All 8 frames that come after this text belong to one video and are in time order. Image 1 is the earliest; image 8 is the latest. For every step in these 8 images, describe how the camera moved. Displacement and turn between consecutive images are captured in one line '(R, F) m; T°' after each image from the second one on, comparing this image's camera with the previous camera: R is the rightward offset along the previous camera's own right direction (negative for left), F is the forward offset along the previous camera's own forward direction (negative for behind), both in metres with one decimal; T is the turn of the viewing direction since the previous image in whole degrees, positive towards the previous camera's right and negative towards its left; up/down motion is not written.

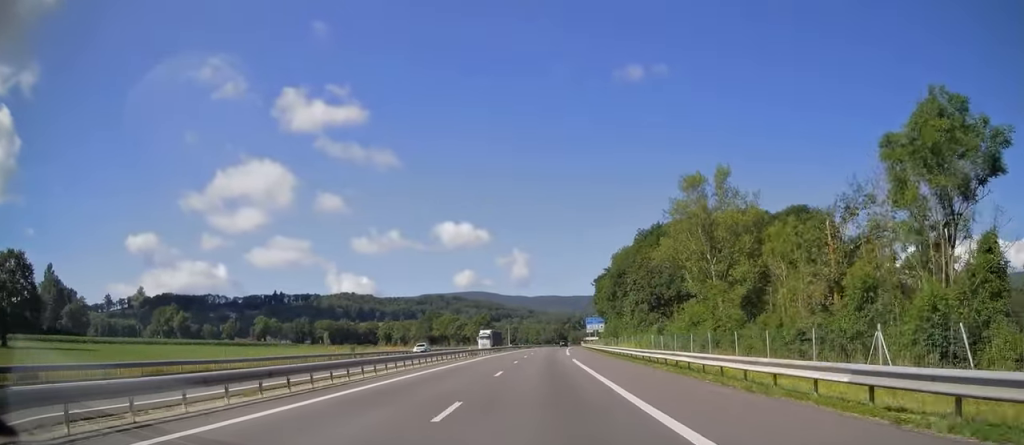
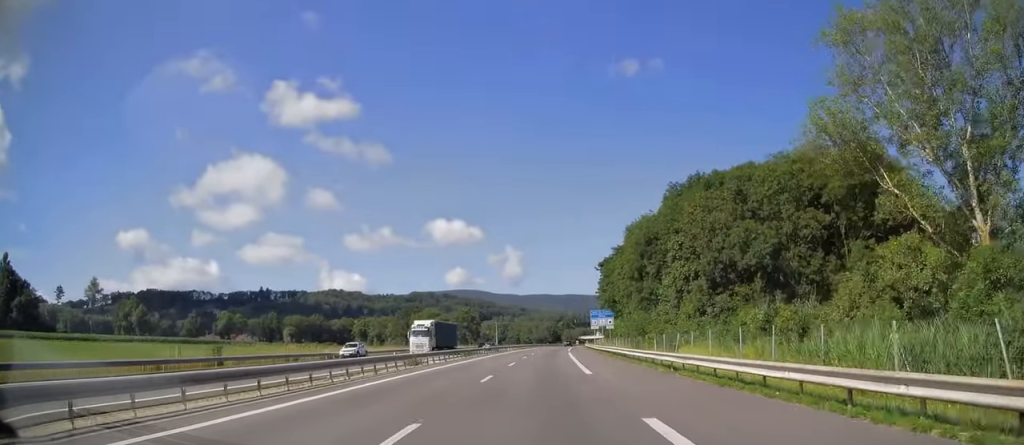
(0.0, +29.4) m; 0°
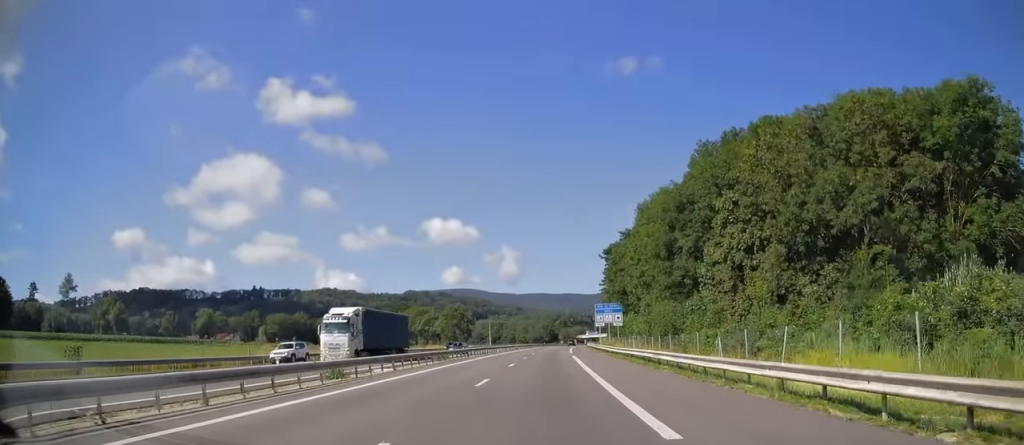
(-0.1, +15.0) m; 0°
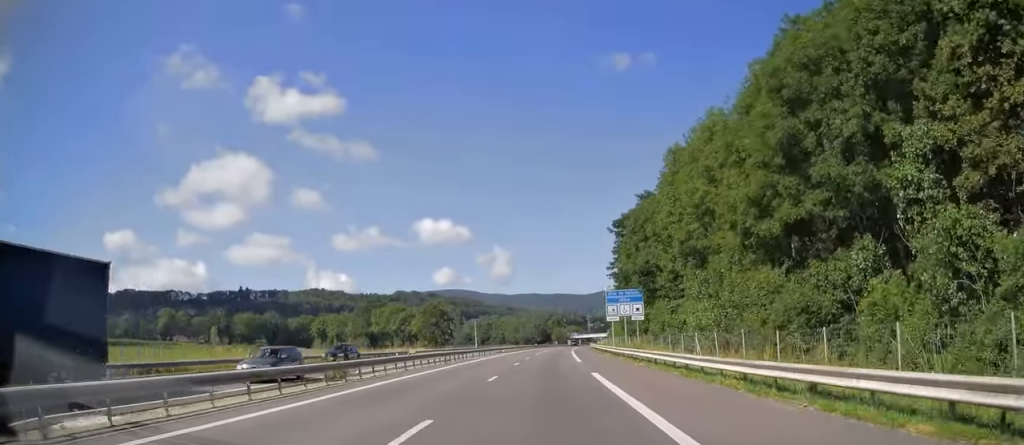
(+0.2, +23.6) m; +1°
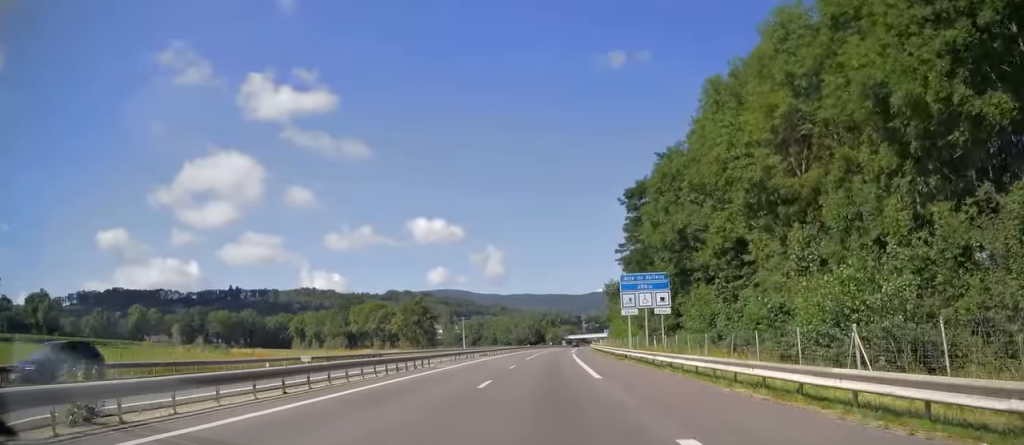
(+0.1, +15.6) m; +1°
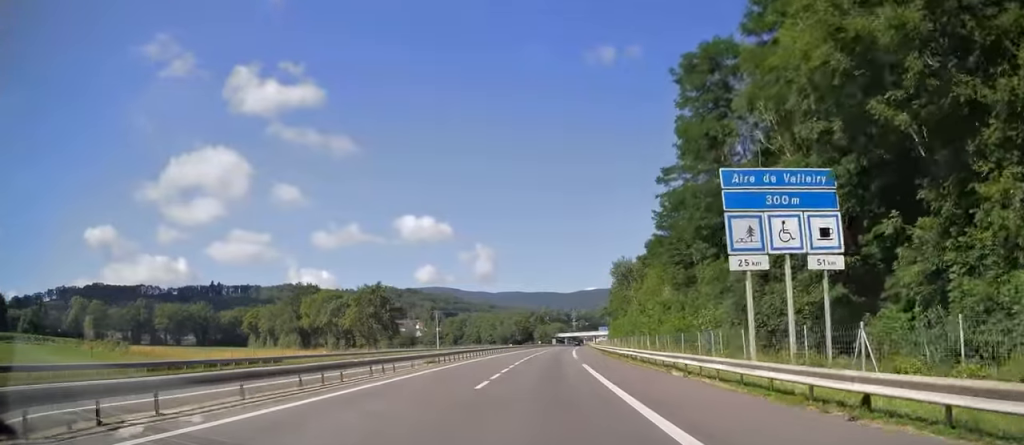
(+0.3, +28.5) m; +1°
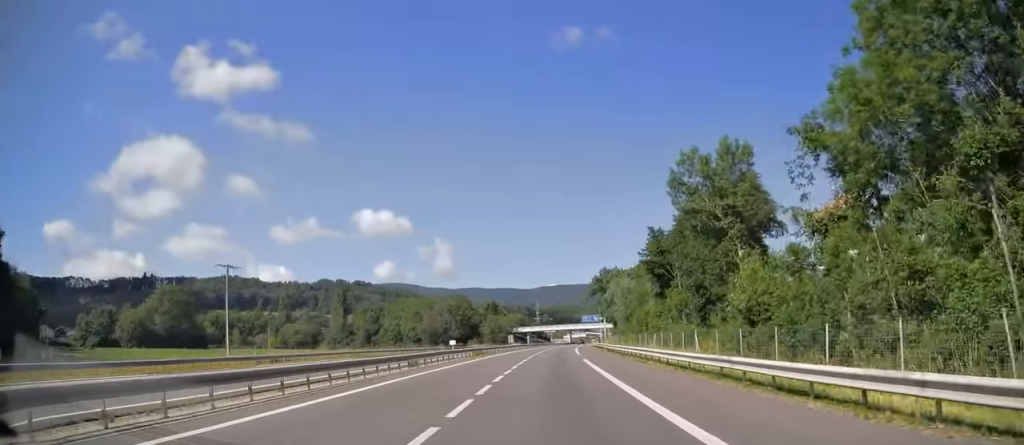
(+2.8, +97.4) m; +3°
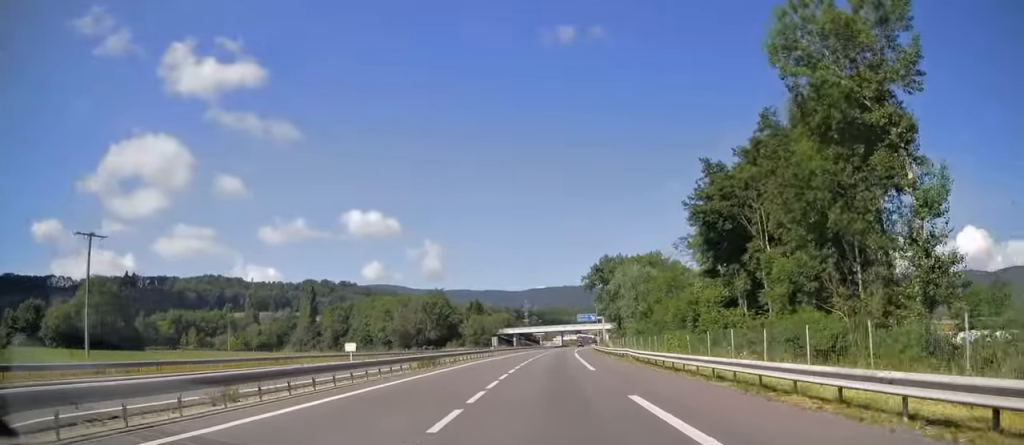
(+0.2, +23.2) m; +1°
